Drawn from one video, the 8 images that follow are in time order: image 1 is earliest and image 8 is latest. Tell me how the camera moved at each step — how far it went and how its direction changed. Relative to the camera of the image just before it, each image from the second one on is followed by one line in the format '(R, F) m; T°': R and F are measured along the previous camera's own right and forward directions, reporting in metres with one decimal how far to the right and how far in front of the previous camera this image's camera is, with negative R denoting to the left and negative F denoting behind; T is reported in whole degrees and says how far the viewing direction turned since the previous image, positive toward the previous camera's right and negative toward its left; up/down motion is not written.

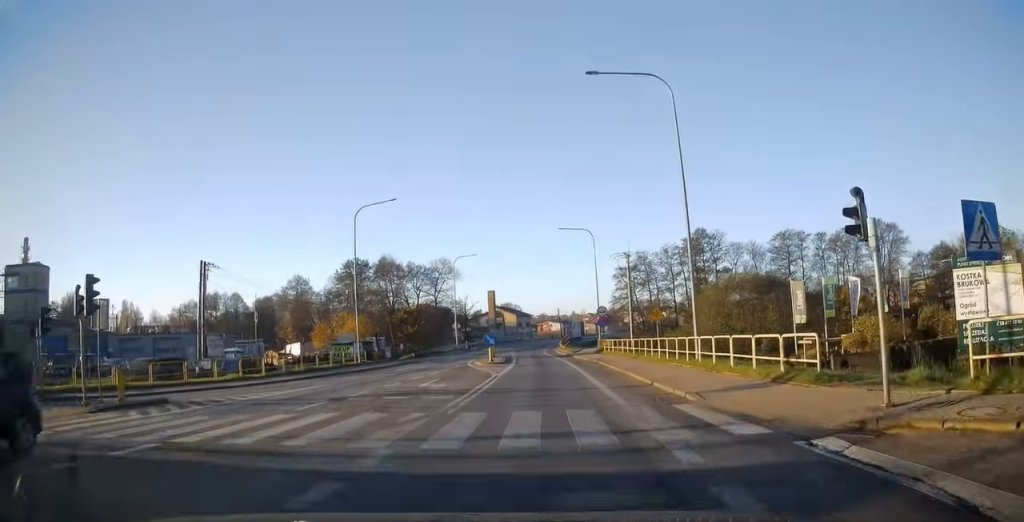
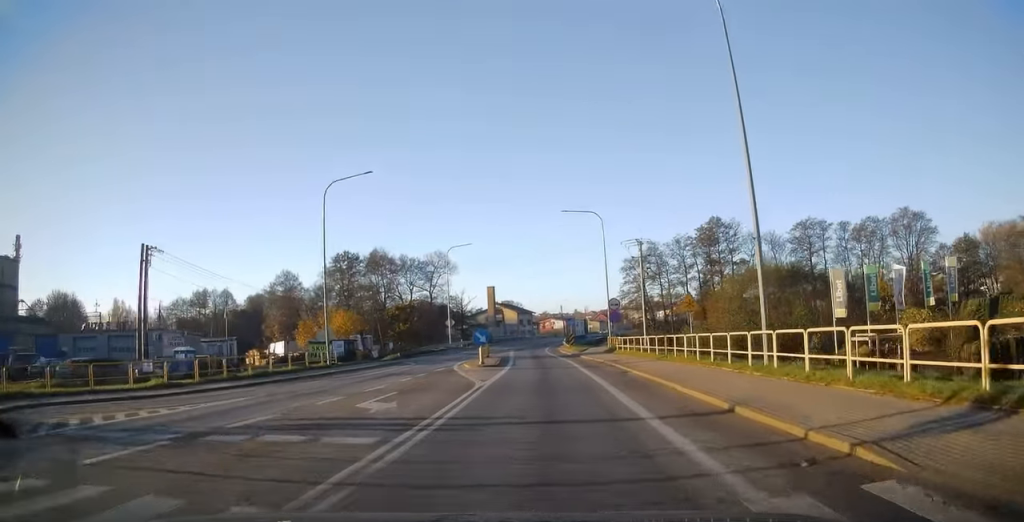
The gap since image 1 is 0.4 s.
(-0.1, +7.3) m; 0°
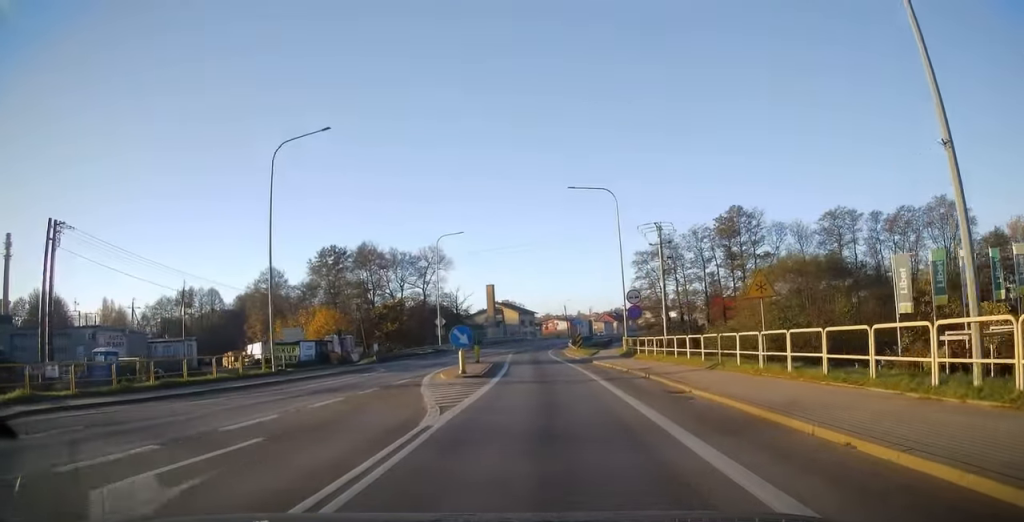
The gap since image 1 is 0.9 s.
(-0.2, +8.7) m; +1°
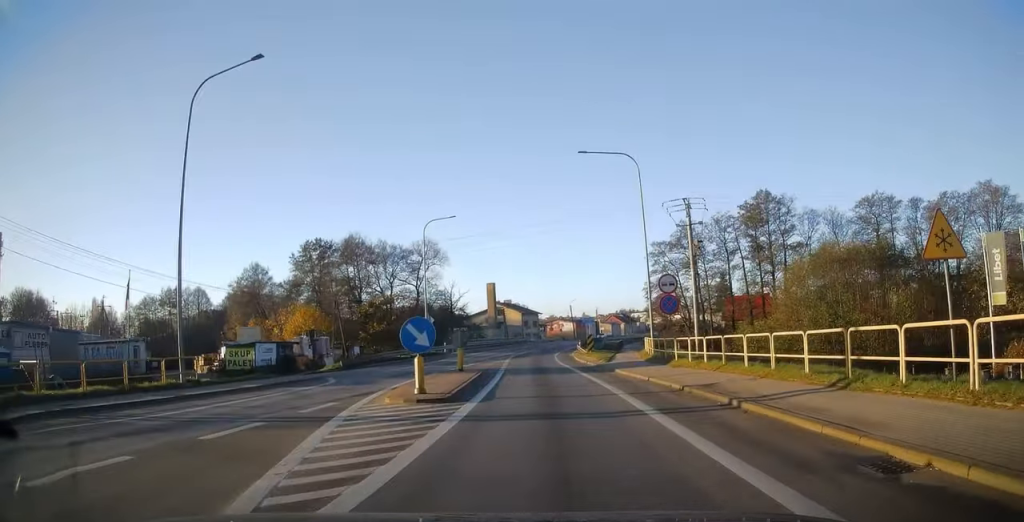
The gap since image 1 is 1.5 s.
(+0.2, +8.9) m; +1°
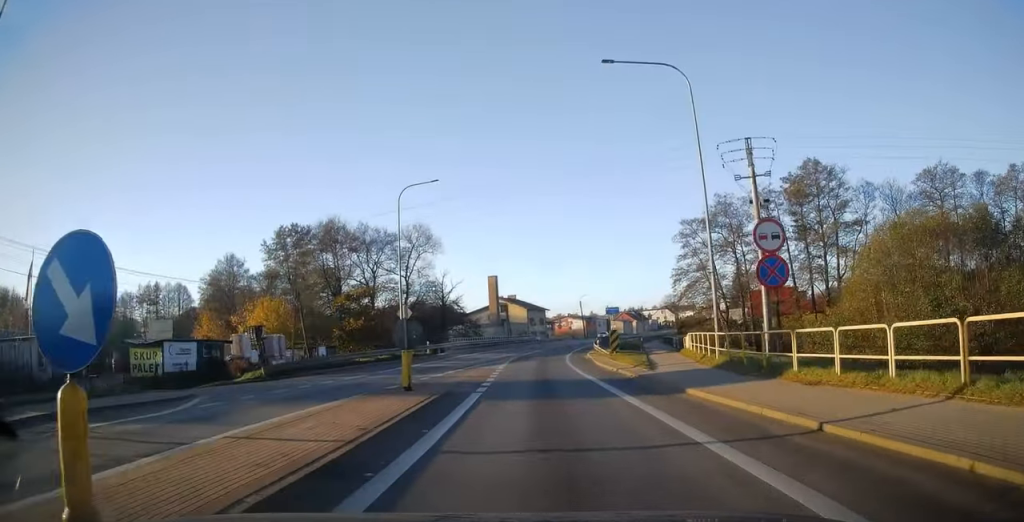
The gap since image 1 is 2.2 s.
(+0.3, +11.9) m; +1°
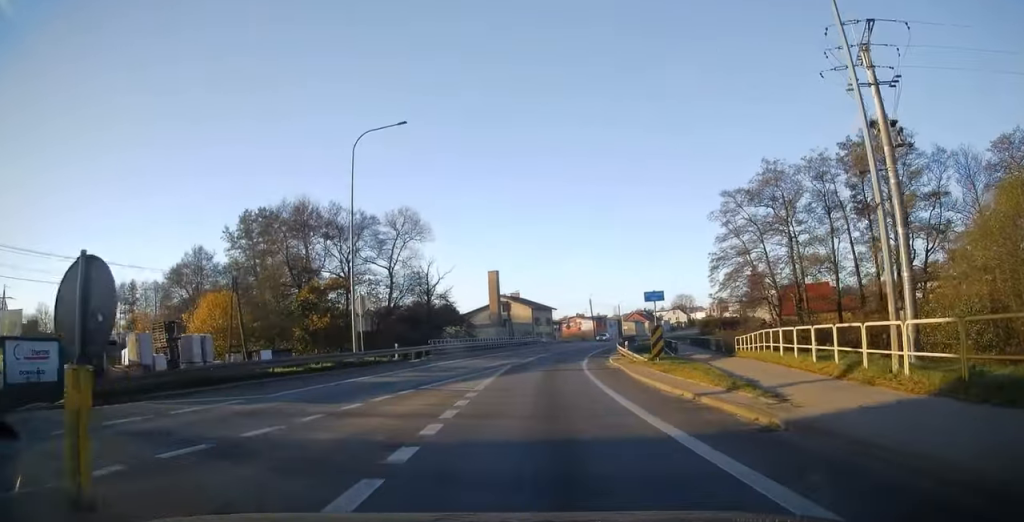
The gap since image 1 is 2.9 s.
(0.0, +11.8) m; 0°
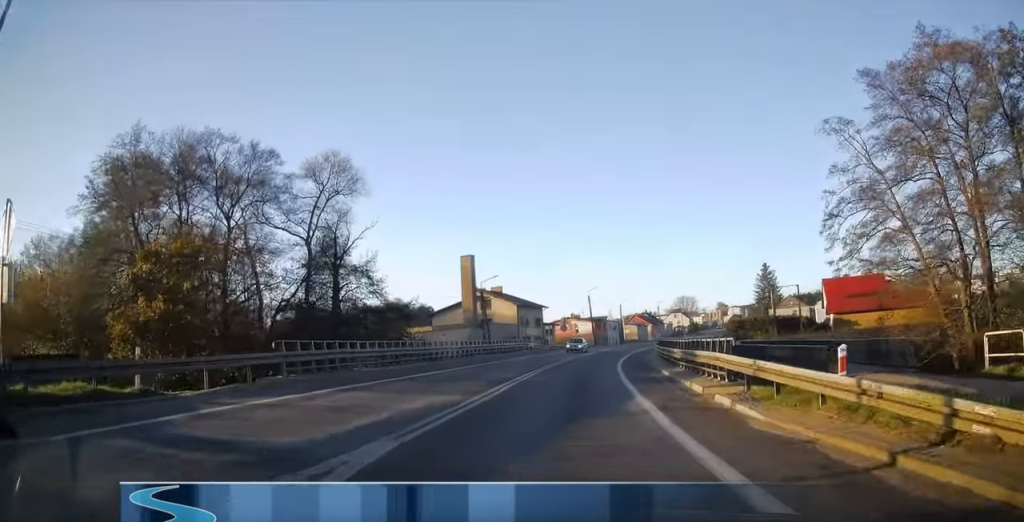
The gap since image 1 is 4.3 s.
(0.0, +23.1) m; 0°
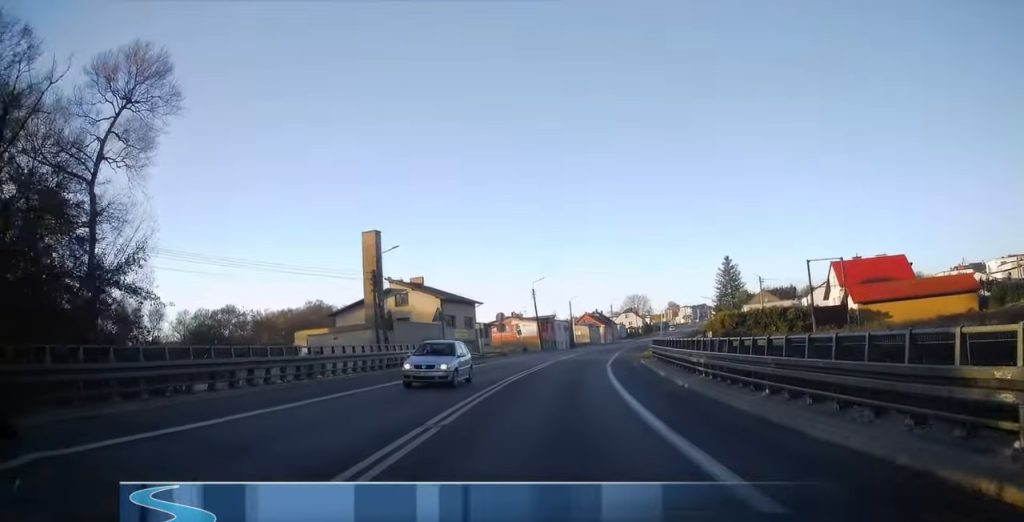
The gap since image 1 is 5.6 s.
(0.0, +20.9) m; 0°
